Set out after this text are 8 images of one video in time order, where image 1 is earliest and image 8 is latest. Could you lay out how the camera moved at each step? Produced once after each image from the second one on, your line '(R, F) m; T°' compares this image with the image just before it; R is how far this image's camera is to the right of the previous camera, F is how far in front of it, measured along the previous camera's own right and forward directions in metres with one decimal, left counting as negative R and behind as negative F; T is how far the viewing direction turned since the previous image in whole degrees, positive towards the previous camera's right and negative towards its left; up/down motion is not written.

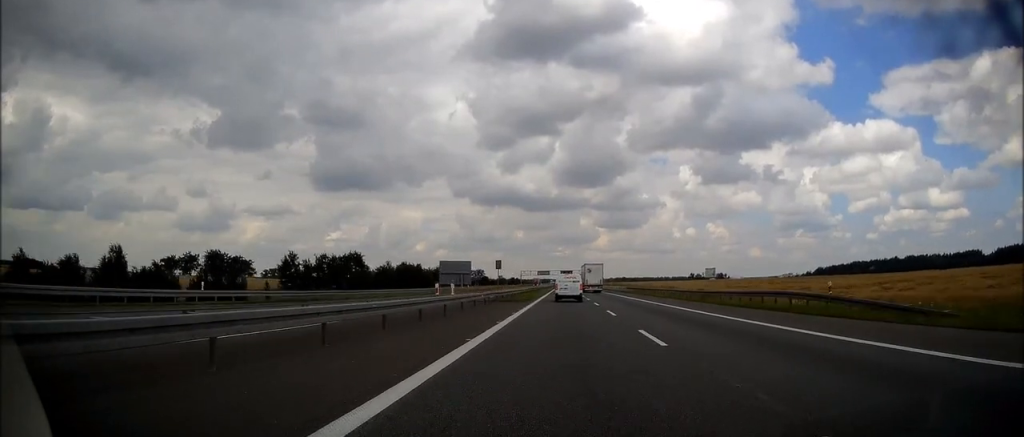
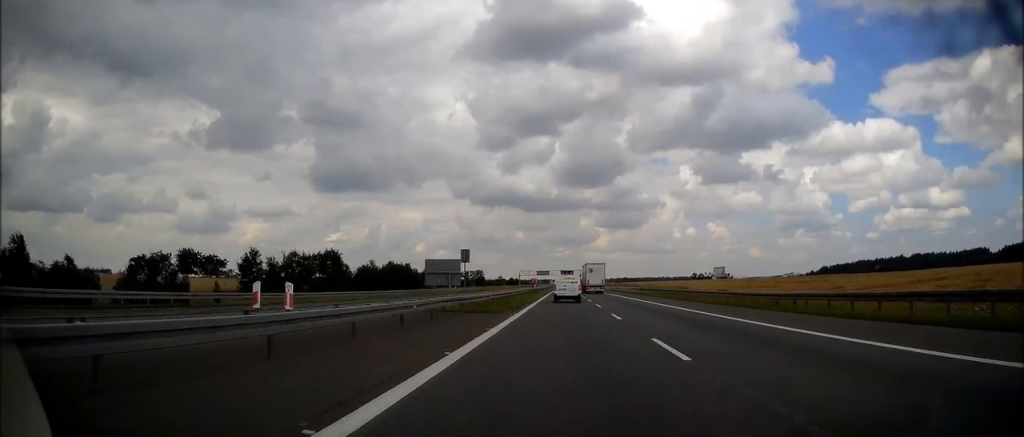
(-0.1, +14.3) m; 0°
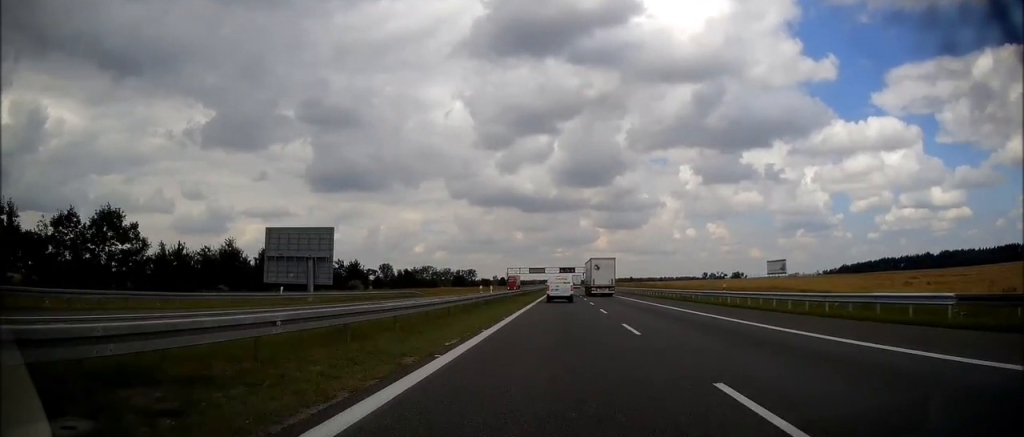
(+0.8, +62.7) m; +1°
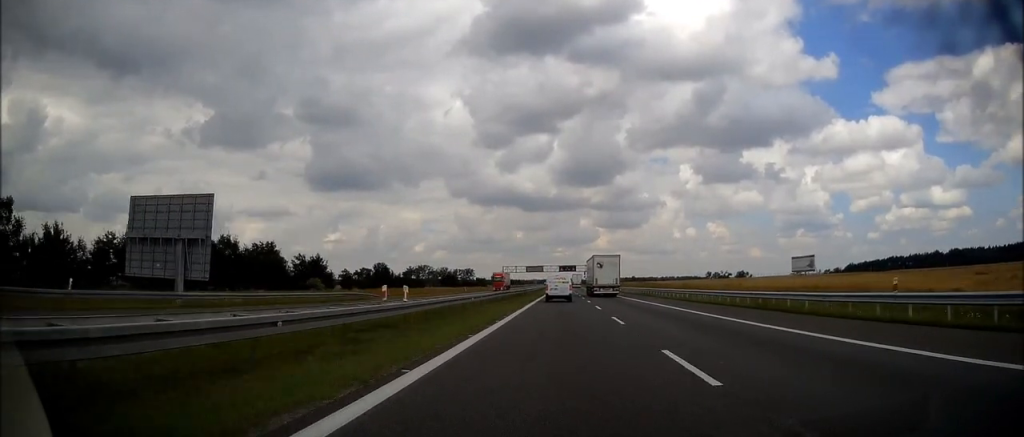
(-0.2, +16.7) m; 0°
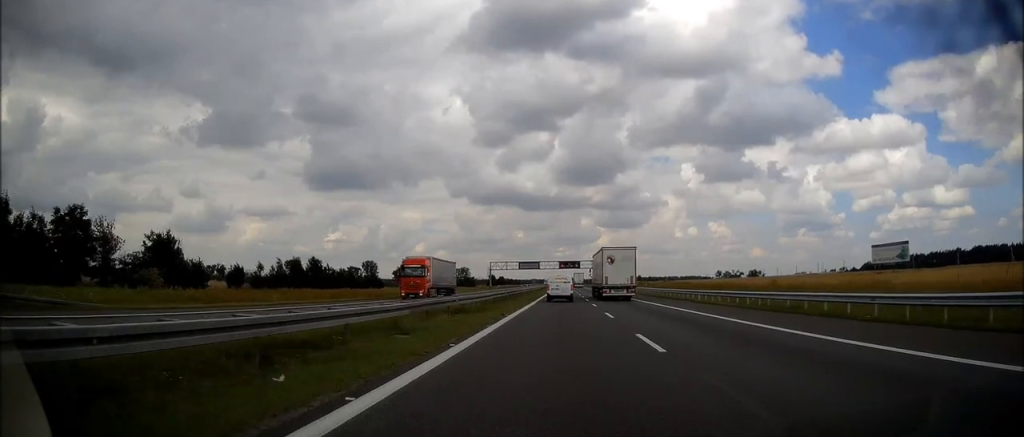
(0.0, +31.9) m; 0°
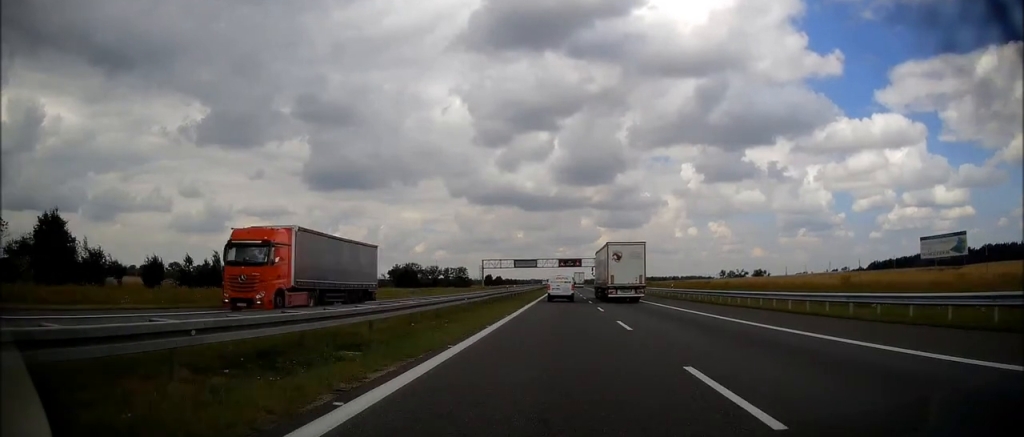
(0.0, +13.2) m; 0°
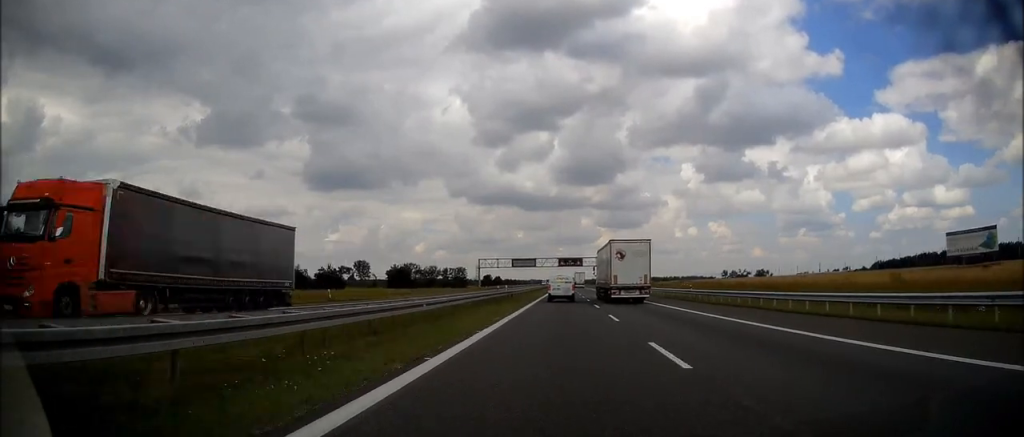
(-0.2, +33.4) m; 0°
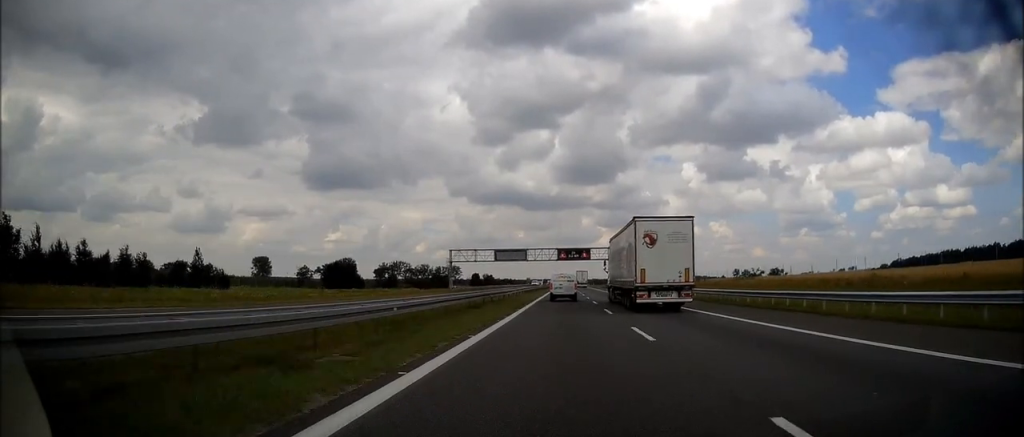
(+0.3, +38.6) m; 0°
